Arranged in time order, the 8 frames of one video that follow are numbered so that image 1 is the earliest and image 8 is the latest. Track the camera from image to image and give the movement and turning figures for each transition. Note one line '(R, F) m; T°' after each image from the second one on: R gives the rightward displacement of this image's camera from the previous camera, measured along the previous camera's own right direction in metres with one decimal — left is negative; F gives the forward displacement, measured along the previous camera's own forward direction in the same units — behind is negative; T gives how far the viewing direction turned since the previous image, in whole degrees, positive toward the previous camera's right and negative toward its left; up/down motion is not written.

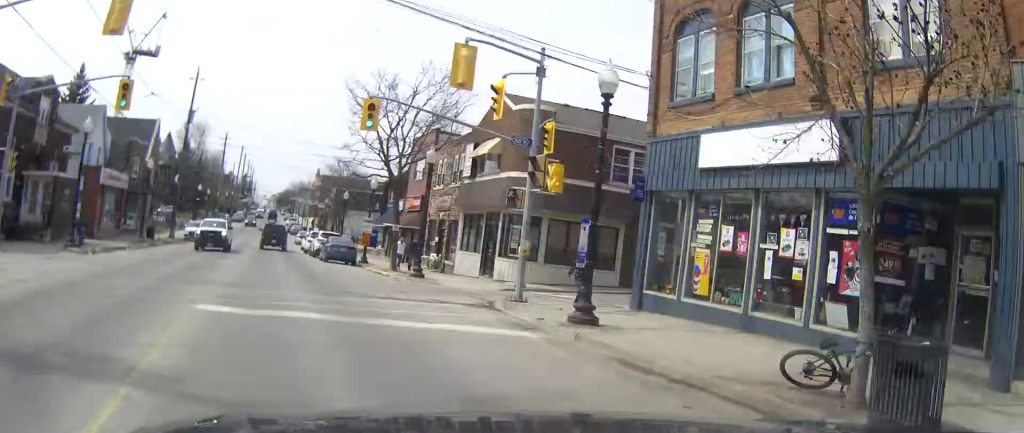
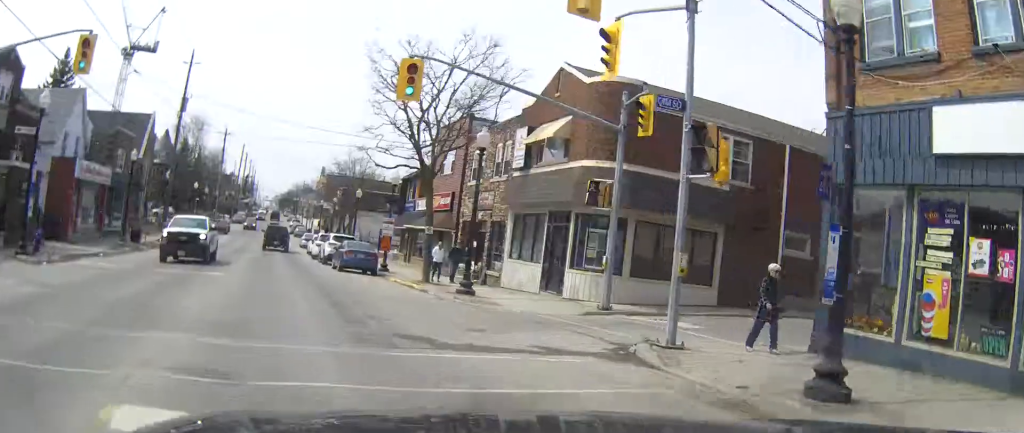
(0.0, +6.7) m; 0°
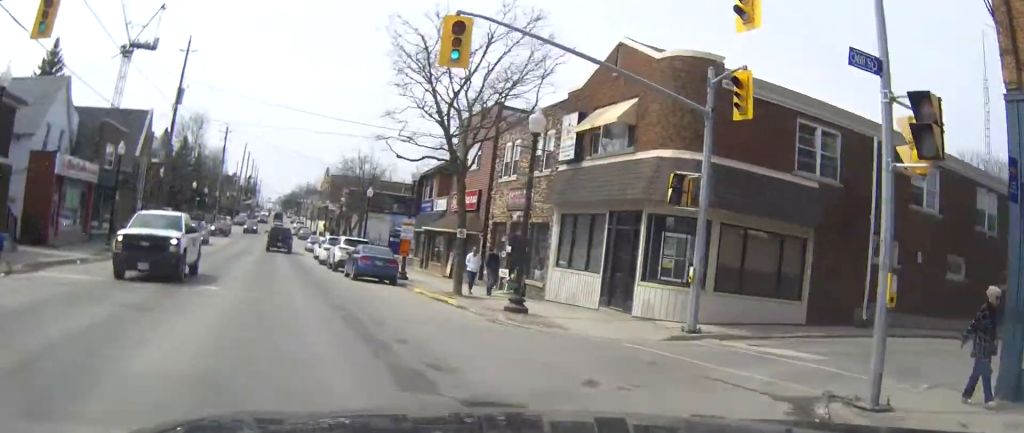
(0.0, +4.2) m; 0°
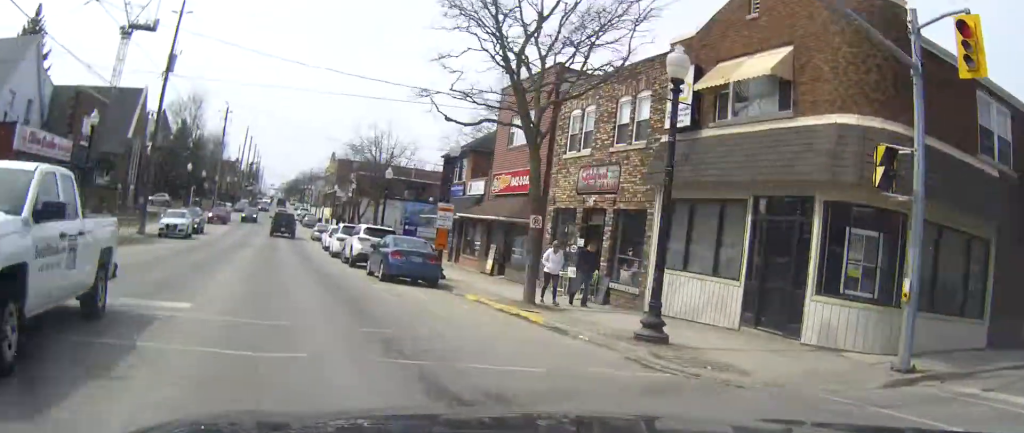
(0.0, +6.3) m; 0°
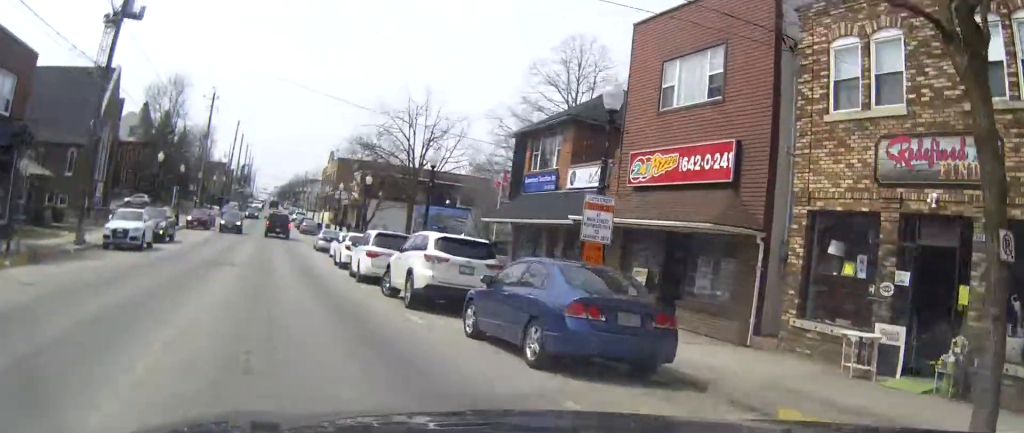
(+0.1, +12.5) m; 0°
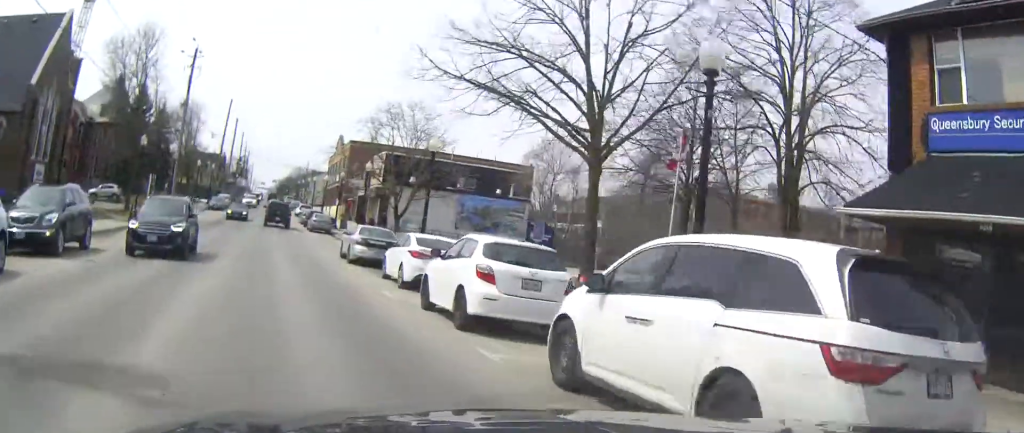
(0.0, +18.6) m; 0°
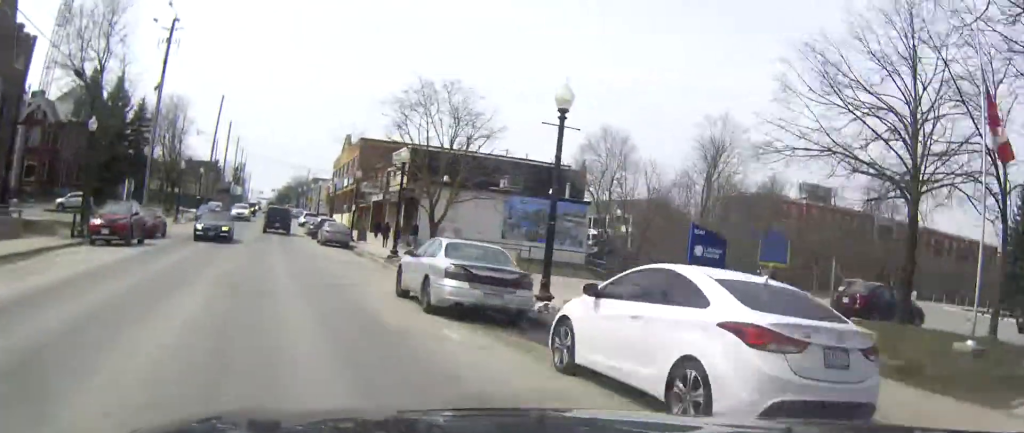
(0.0, +13.0) m; 0°
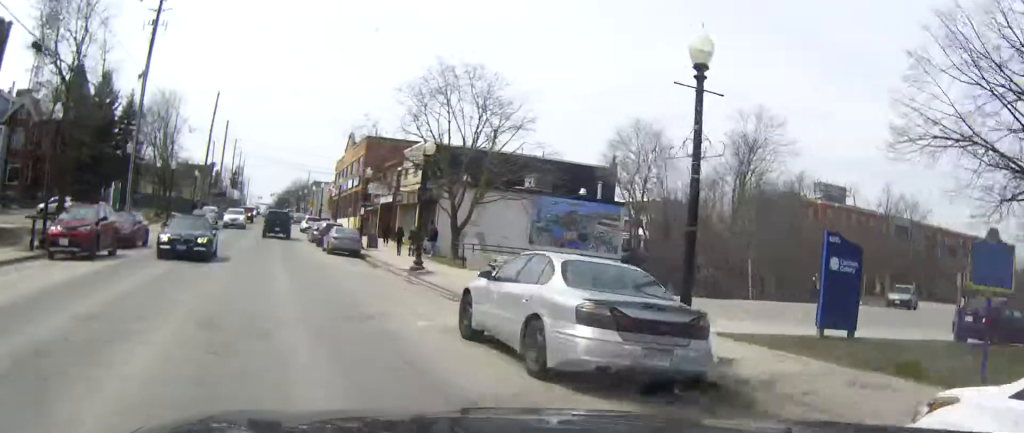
(0.0, +5.7) m; 0°
